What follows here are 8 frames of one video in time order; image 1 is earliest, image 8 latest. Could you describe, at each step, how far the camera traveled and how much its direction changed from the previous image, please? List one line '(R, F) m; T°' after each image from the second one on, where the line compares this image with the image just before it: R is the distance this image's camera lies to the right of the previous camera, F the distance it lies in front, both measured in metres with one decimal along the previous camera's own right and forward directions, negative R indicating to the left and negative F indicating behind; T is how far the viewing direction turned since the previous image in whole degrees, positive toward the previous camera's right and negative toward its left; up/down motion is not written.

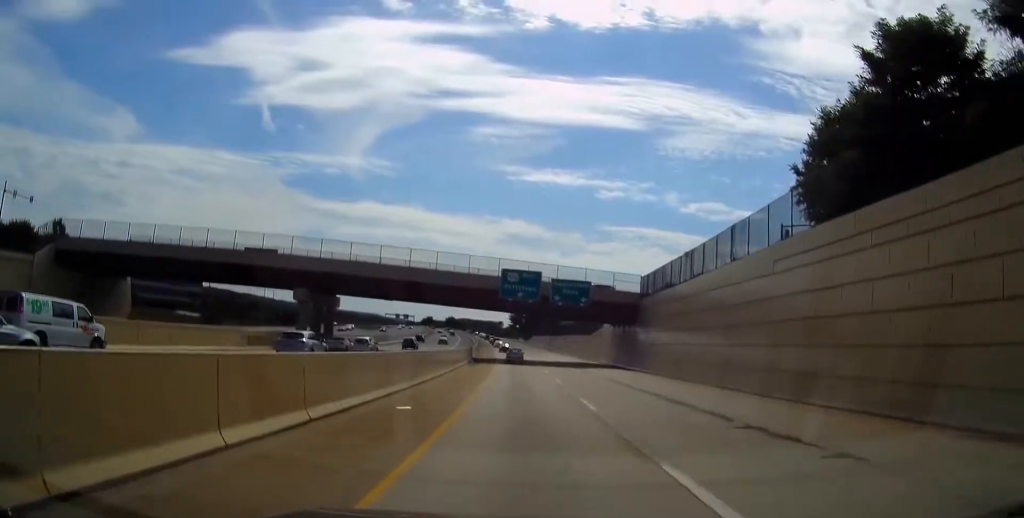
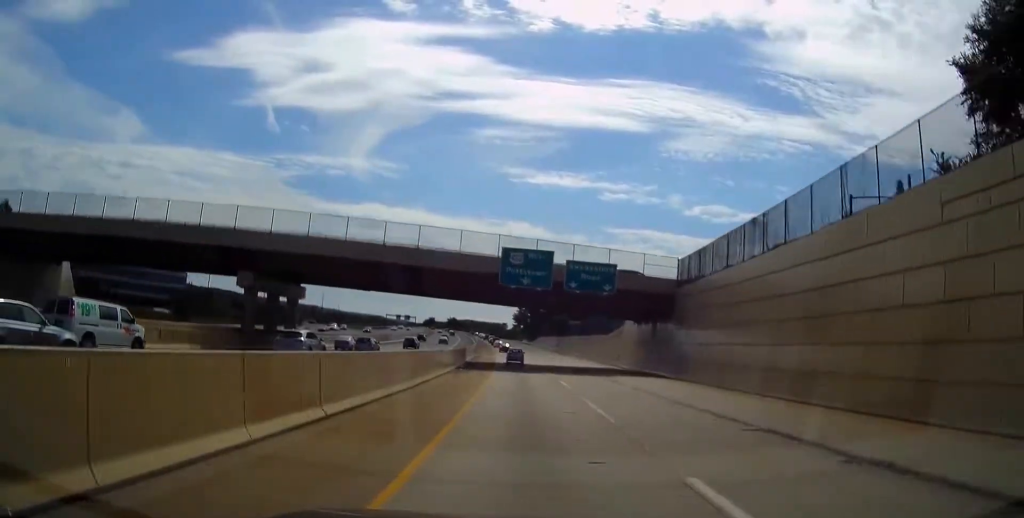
(-0.1, +14.3) m; -1°
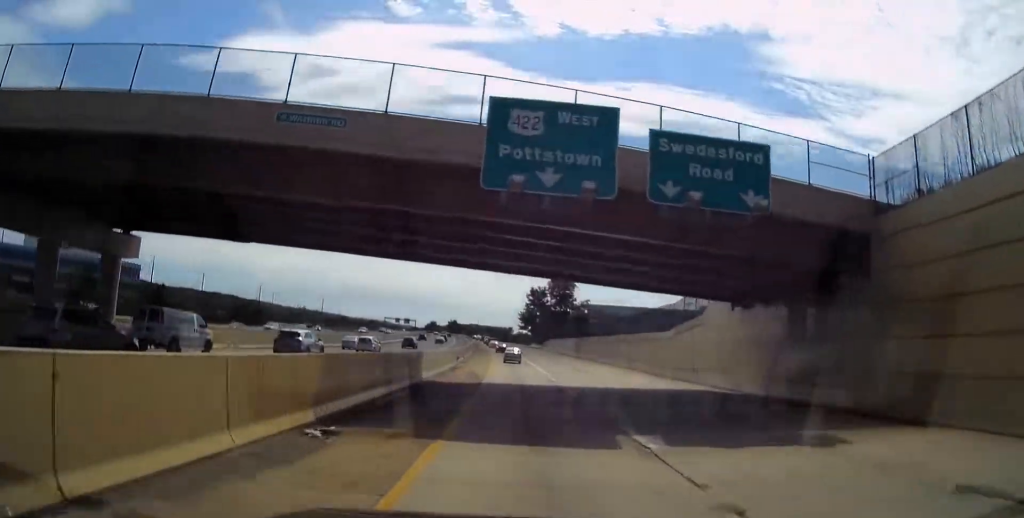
(-0.3, +30.4) m; 0°
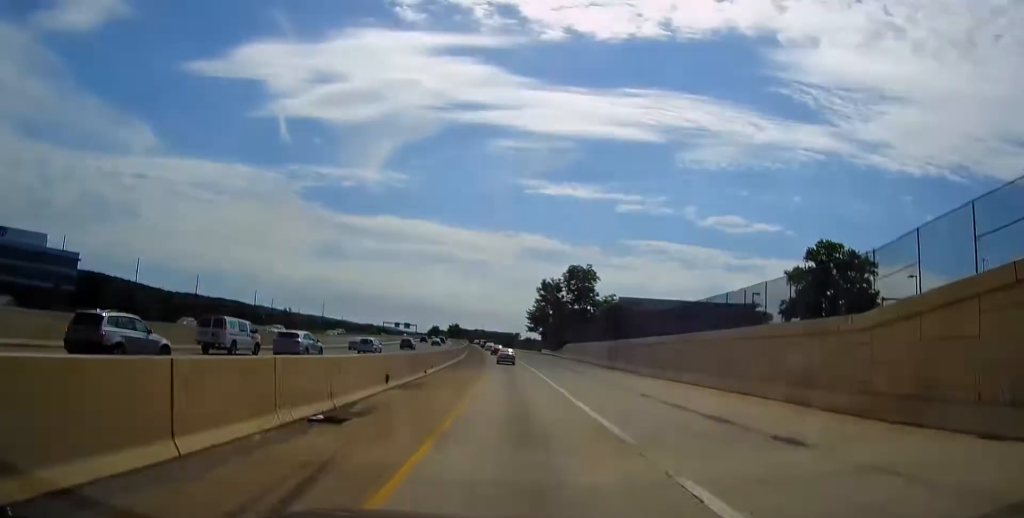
(+0.1, +30.4) m; -1°
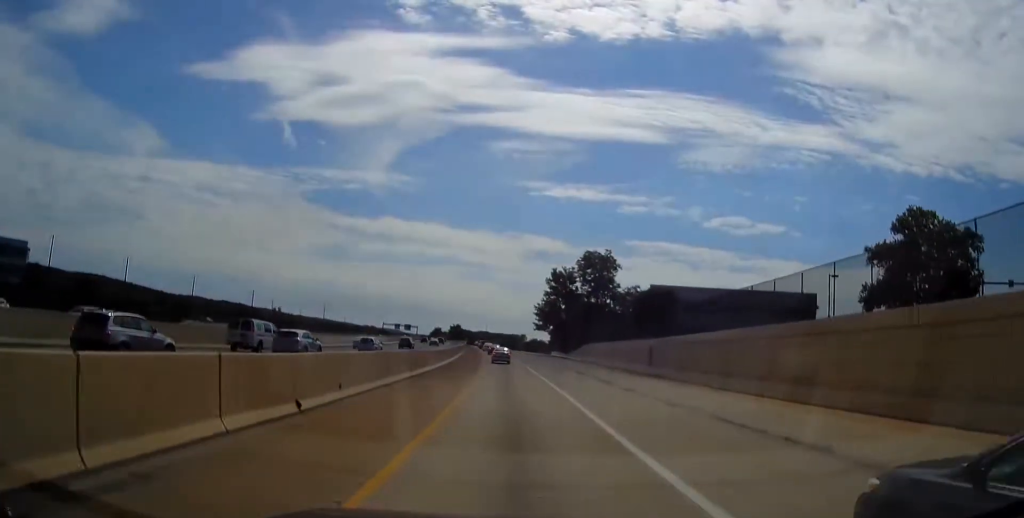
(-0.4, +19.9) m; -1°
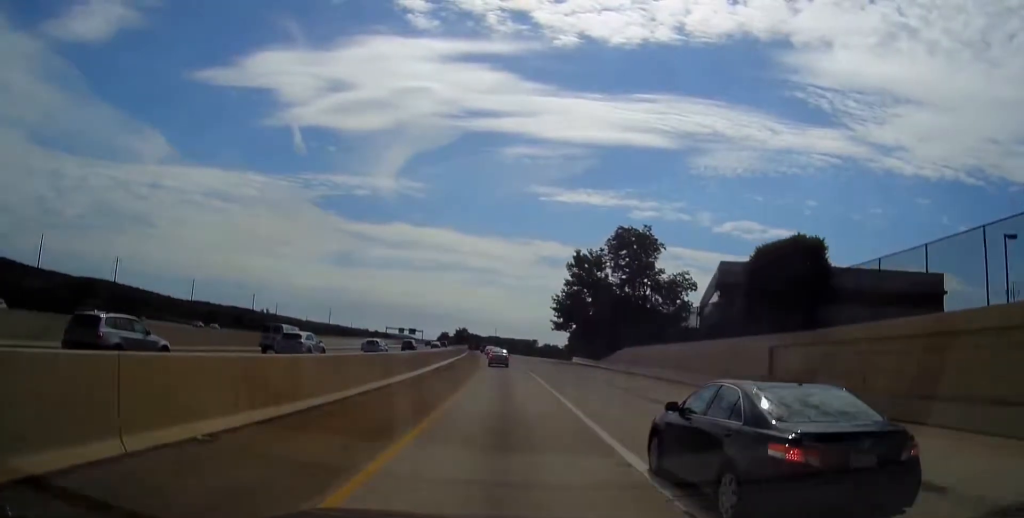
(0.0, +24.5) m; 0°
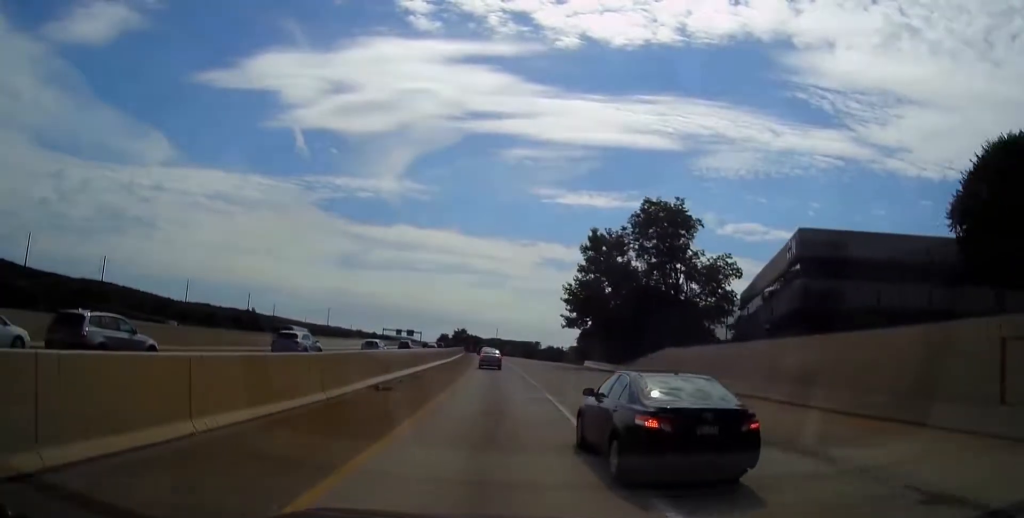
(0.0, +15.7) m; -1°
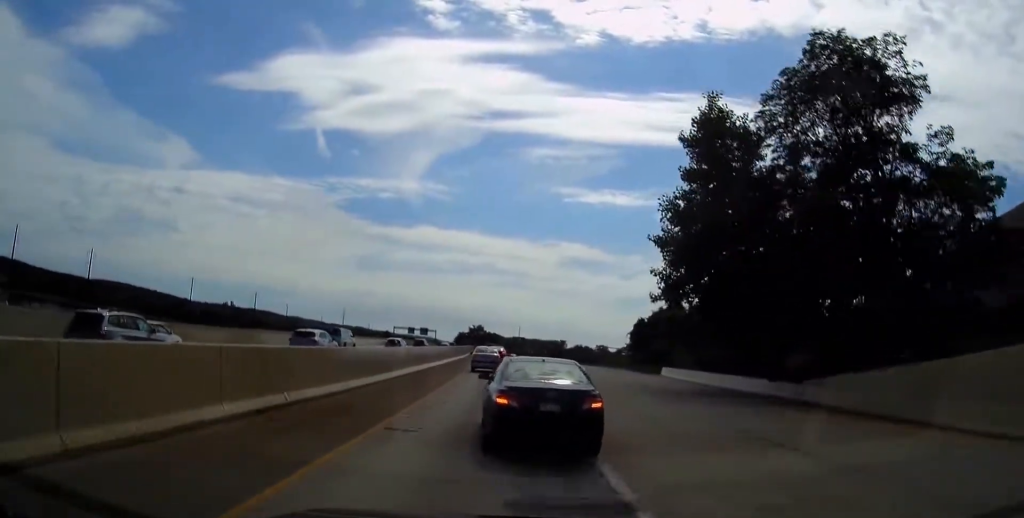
(-0.7, +36.1) m; -2°
